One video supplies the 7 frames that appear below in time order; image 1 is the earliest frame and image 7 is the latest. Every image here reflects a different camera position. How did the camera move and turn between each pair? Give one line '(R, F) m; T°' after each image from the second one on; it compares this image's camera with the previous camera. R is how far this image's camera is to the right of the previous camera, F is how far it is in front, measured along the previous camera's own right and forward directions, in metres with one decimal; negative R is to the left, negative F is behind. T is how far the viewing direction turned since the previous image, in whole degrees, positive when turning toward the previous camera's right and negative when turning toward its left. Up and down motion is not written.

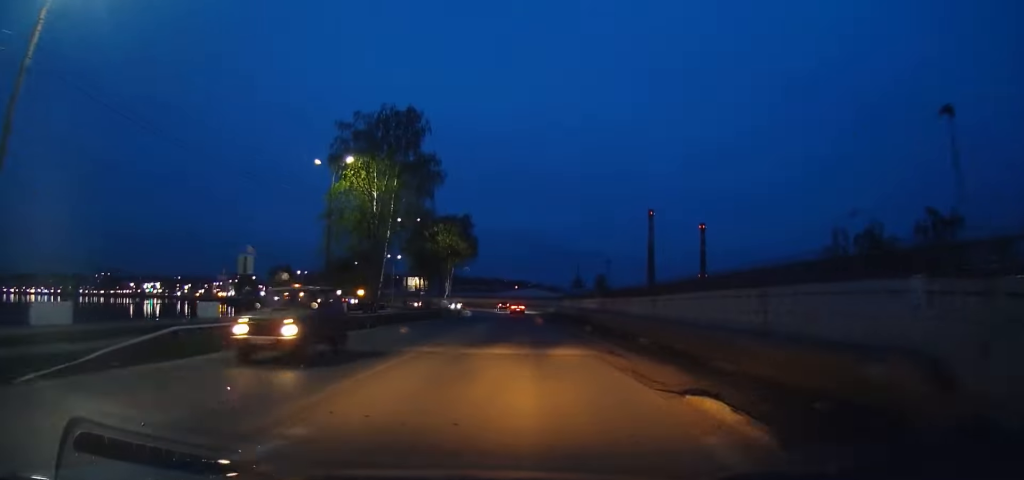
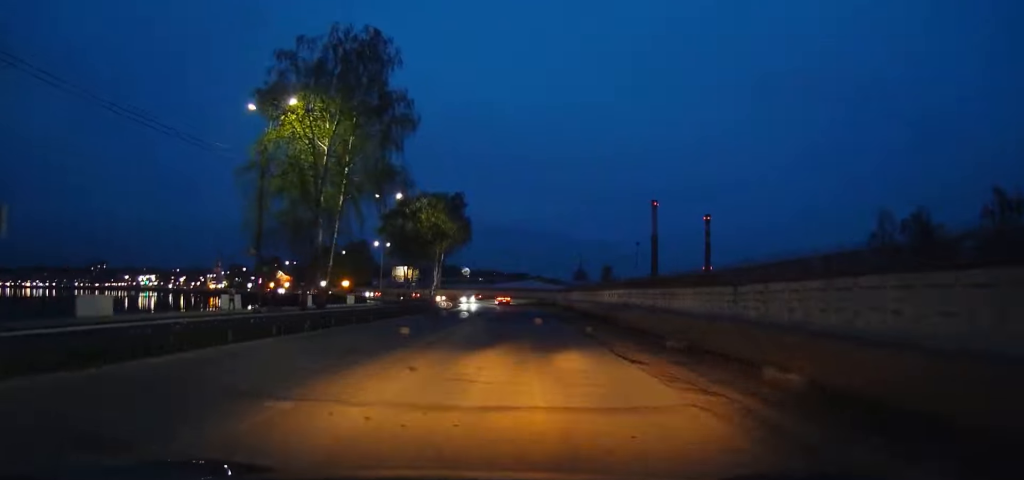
(+0.1, +14.6) m; -1°
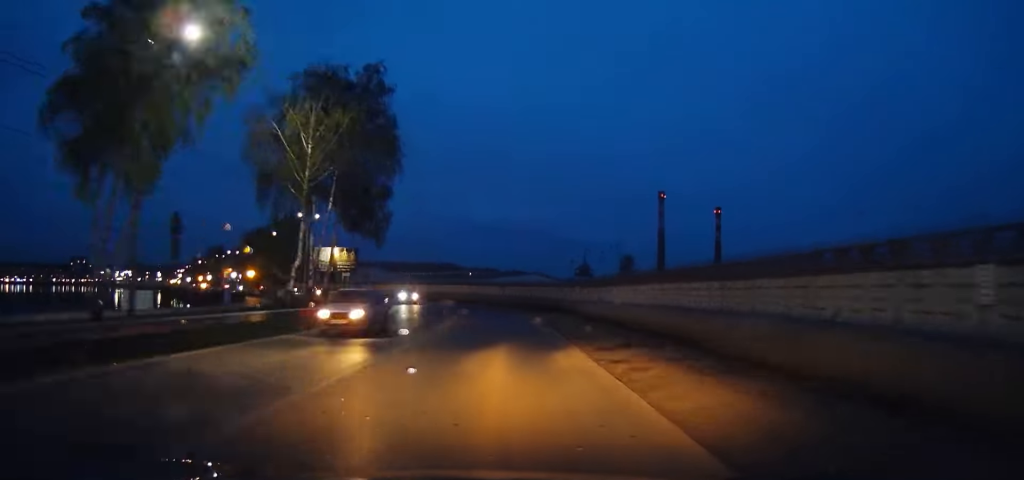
(-1.8, +56.0) m; -7°
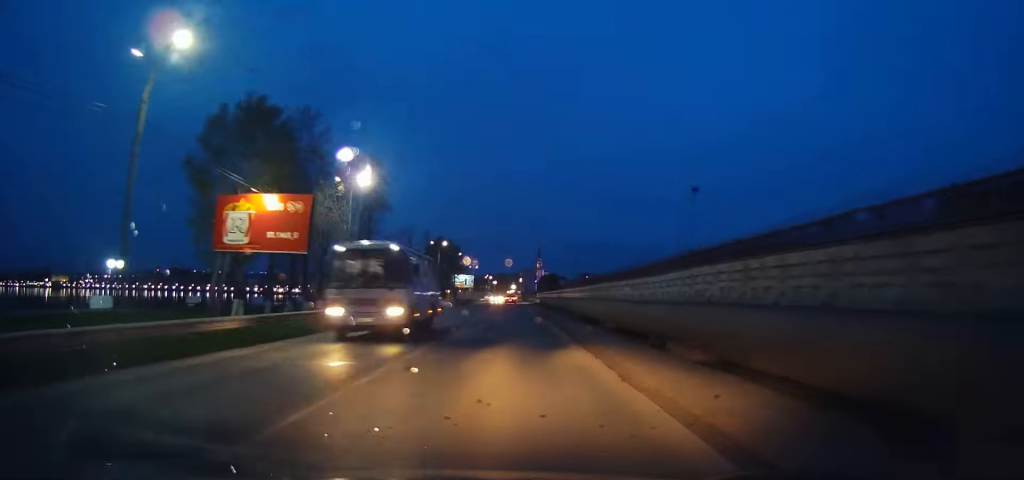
(-55.0, +150.5) m; -30°
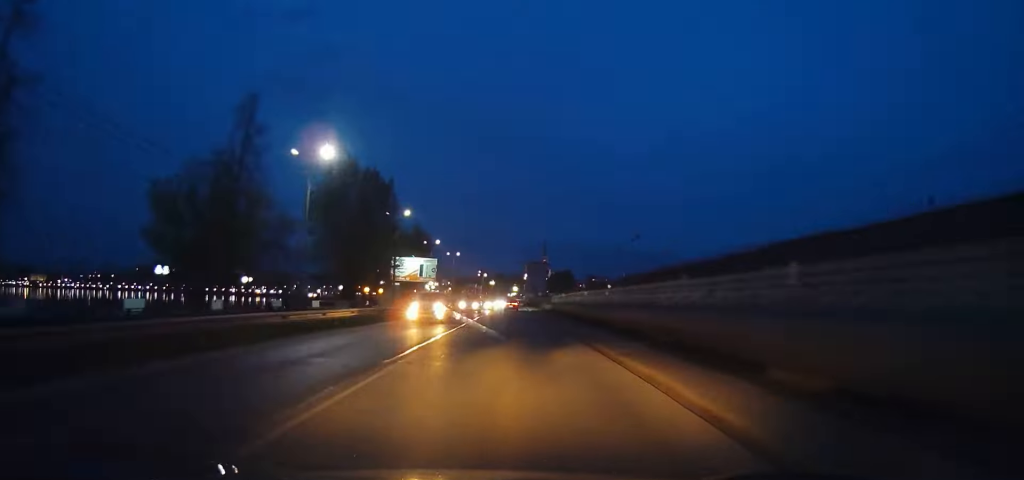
(+0.5, +75.5) m; +1°
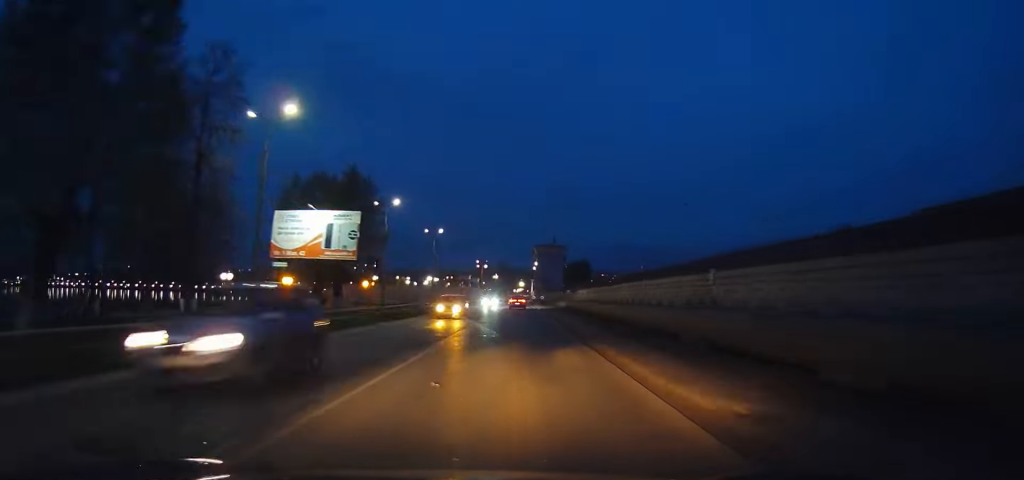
(+0.2, +40.2) m; 0°
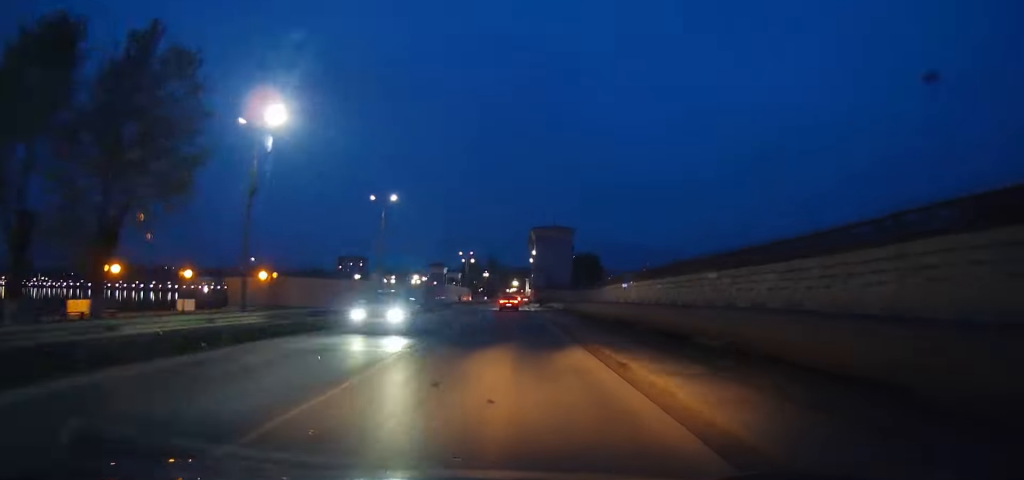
(0.0, +31.8) m; 0°
